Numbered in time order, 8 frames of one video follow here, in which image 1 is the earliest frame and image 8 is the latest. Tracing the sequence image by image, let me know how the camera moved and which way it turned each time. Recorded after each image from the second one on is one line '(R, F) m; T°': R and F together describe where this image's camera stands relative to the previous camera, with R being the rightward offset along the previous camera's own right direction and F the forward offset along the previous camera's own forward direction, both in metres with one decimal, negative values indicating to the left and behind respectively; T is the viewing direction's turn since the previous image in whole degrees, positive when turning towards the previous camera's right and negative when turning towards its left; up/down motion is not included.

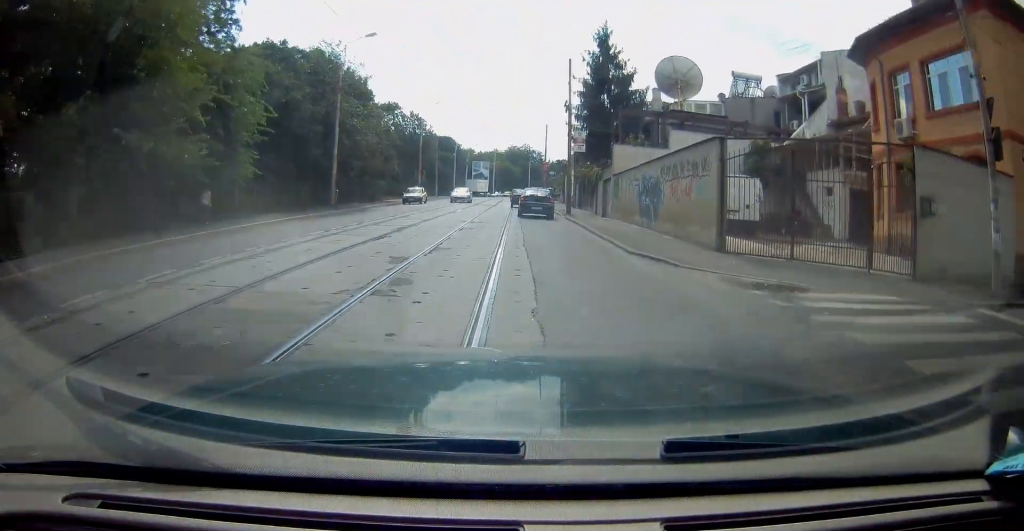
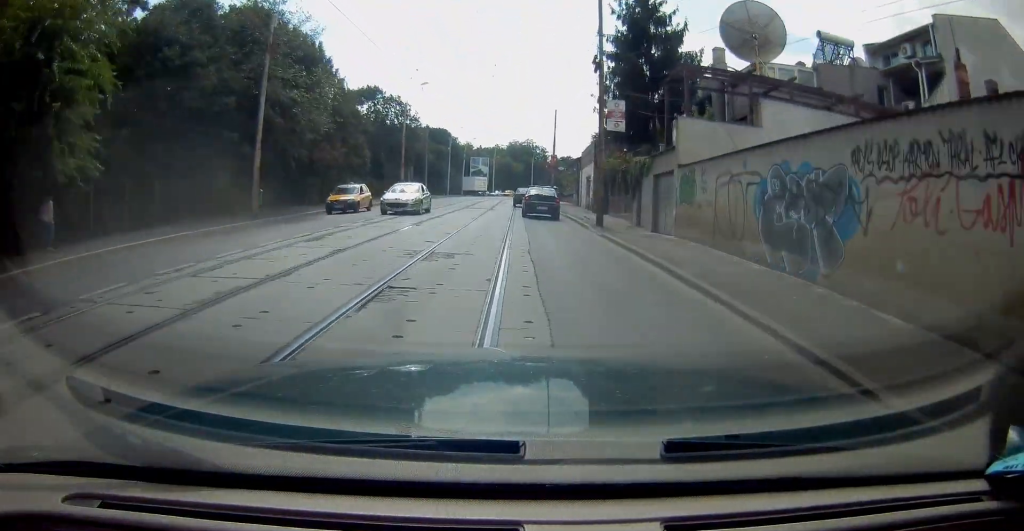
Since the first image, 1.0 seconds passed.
(-0.2, +11.7) m; -1°
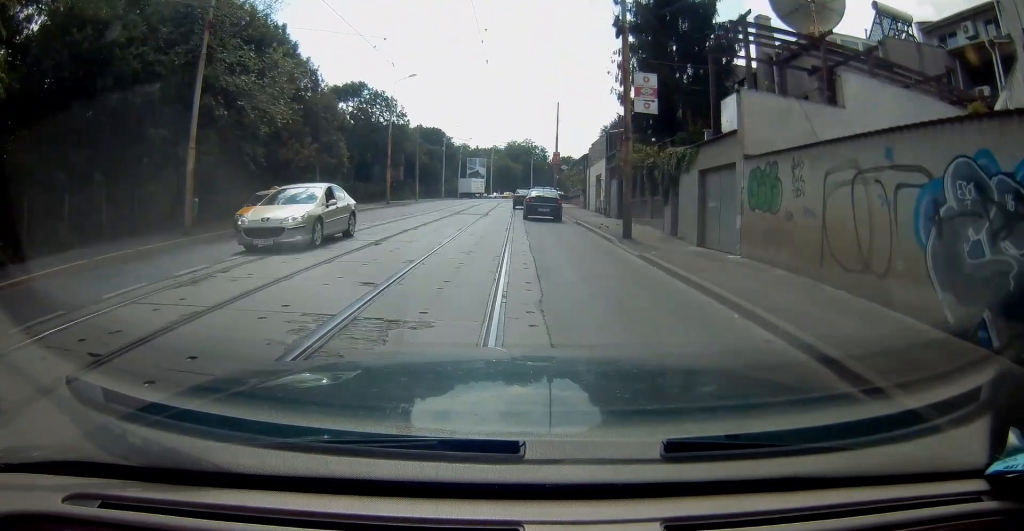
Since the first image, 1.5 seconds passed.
(0.0, +5.6) m; 0°
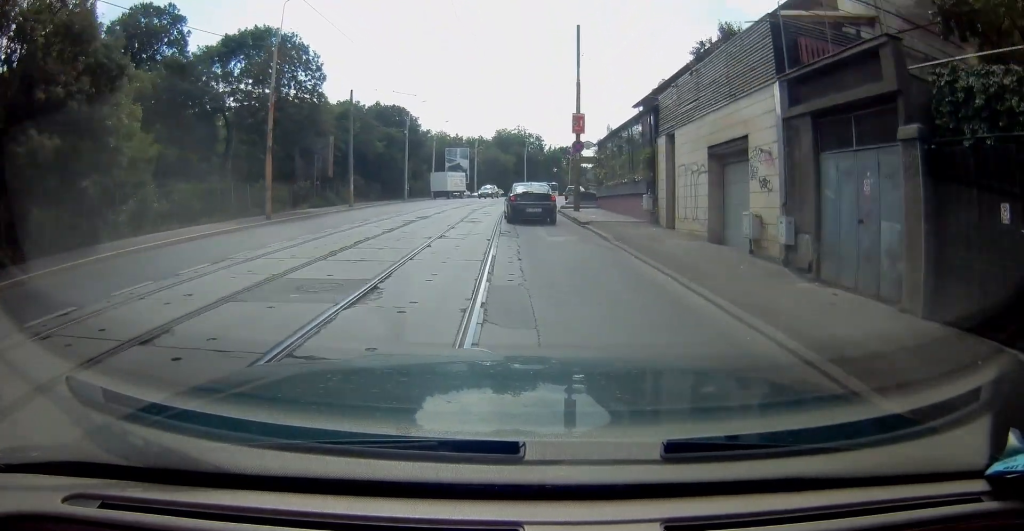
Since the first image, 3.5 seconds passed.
(+0.5, +24.0) m; +2°
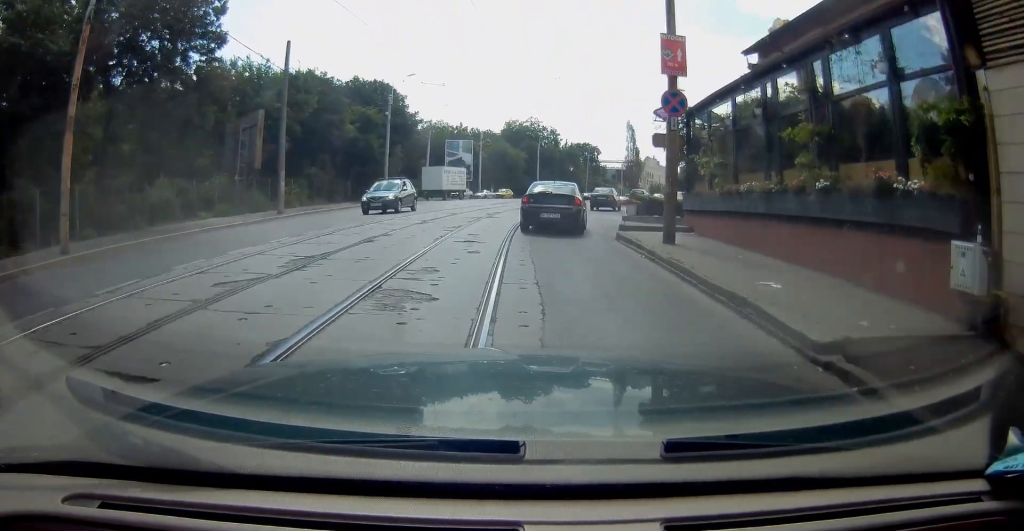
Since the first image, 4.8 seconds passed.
(0.0, +14.9) m; 0°
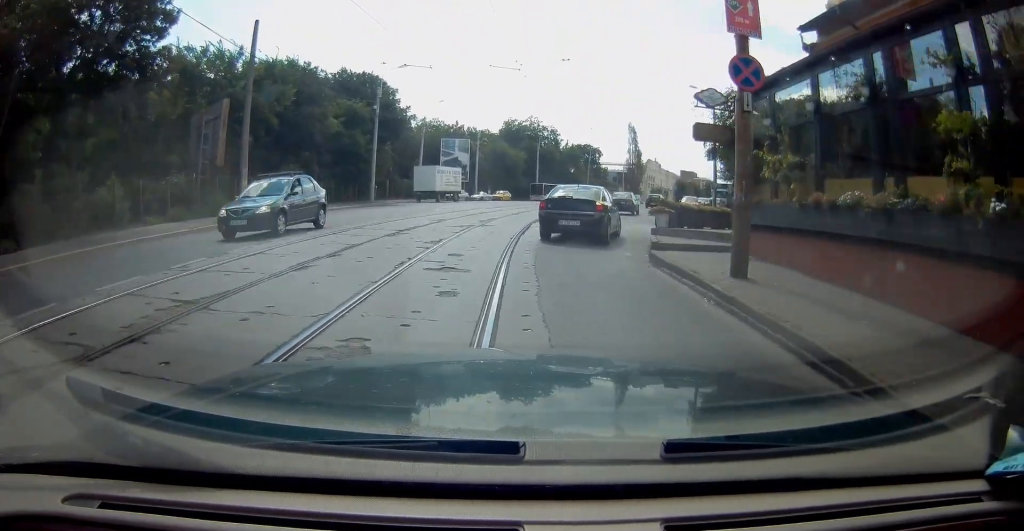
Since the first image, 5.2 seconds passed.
(0.0, +4.2) m; 0°
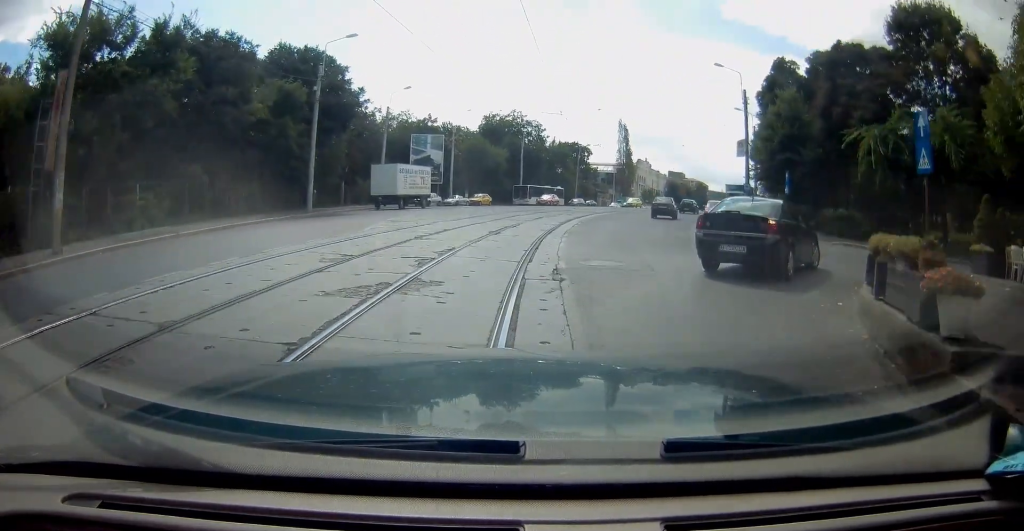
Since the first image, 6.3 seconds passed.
(+0.1, +10.8) m; +2°
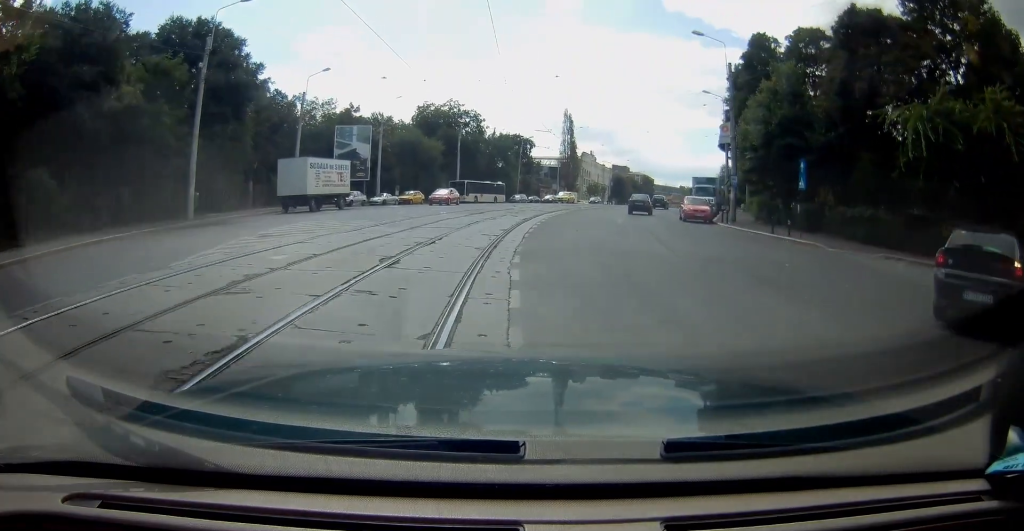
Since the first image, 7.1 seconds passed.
(+0.2, +7.4) m; +4°
